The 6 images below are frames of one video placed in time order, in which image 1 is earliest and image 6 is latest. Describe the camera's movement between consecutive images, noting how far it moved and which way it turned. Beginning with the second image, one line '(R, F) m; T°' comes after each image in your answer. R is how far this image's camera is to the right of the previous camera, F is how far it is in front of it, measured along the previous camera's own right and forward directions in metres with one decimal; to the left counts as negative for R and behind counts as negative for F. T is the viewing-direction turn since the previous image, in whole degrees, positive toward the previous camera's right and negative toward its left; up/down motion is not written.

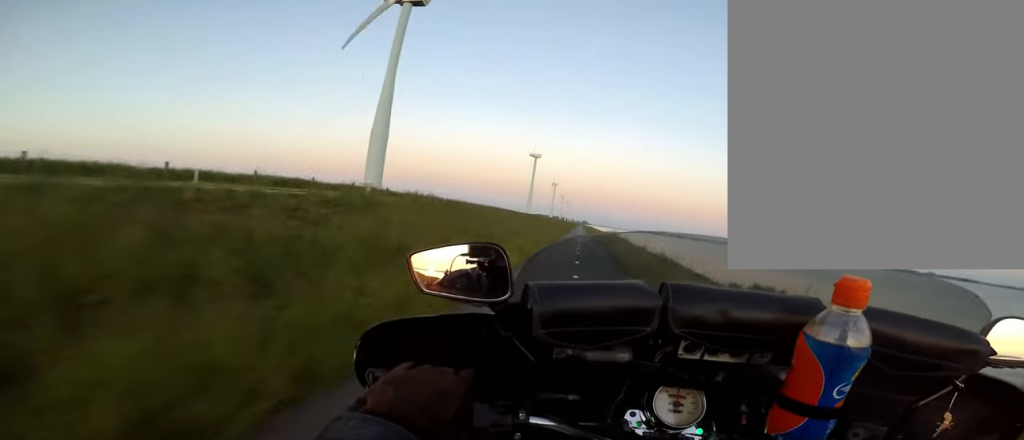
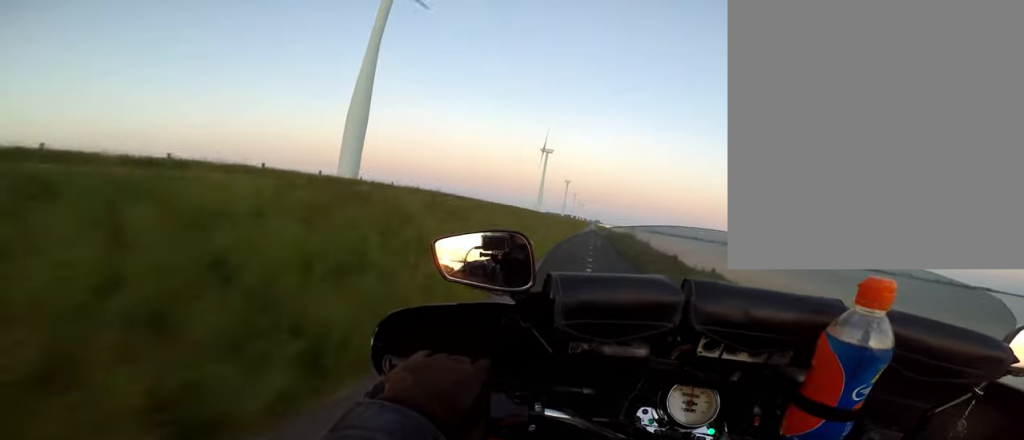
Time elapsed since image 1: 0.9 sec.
(+0.4, +13.3) m; +2°
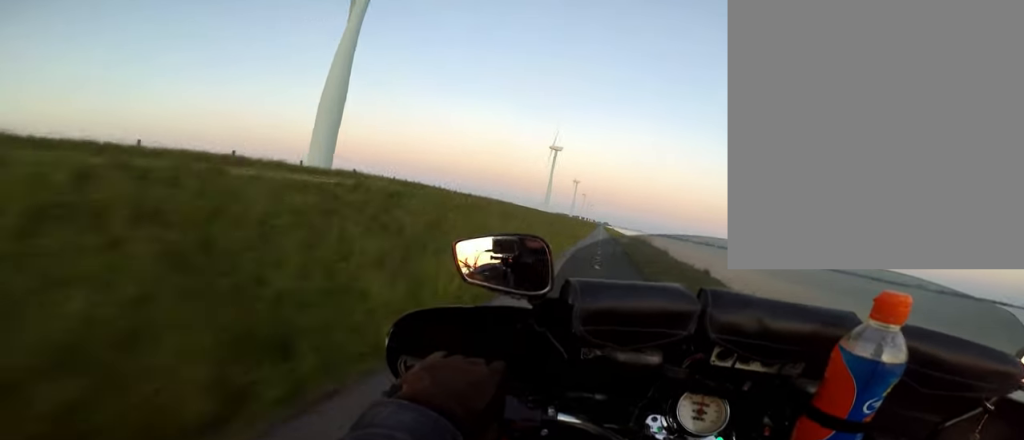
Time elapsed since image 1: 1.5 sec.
(+0.3, +10.5) m; -1°
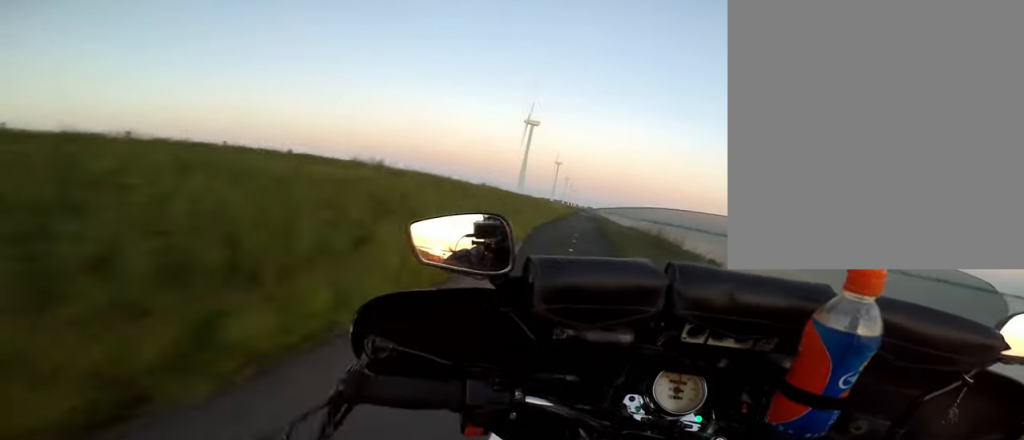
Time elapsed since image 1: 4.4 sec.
(-0.4, +45.7) m; -1°
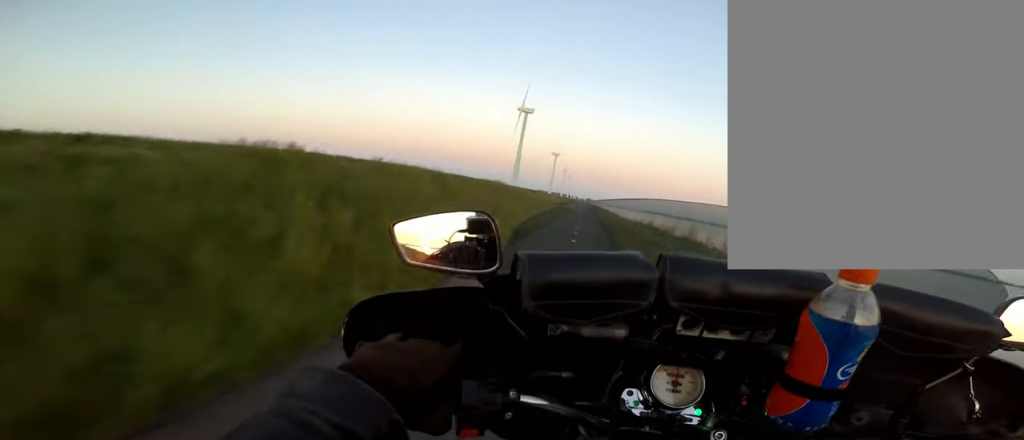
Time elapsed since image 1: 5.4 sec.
(-0.7, +16.2) m; -2°
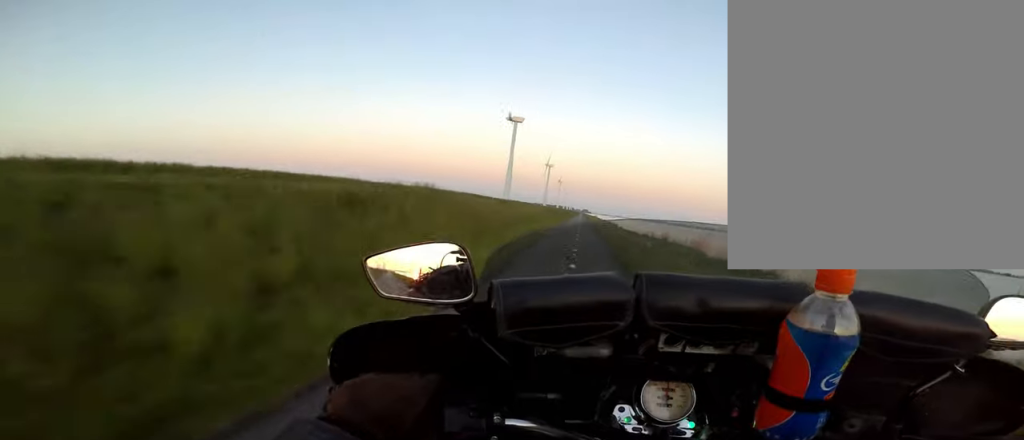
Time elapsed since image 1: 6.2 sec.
(0.0, +12.4) m; +1°
